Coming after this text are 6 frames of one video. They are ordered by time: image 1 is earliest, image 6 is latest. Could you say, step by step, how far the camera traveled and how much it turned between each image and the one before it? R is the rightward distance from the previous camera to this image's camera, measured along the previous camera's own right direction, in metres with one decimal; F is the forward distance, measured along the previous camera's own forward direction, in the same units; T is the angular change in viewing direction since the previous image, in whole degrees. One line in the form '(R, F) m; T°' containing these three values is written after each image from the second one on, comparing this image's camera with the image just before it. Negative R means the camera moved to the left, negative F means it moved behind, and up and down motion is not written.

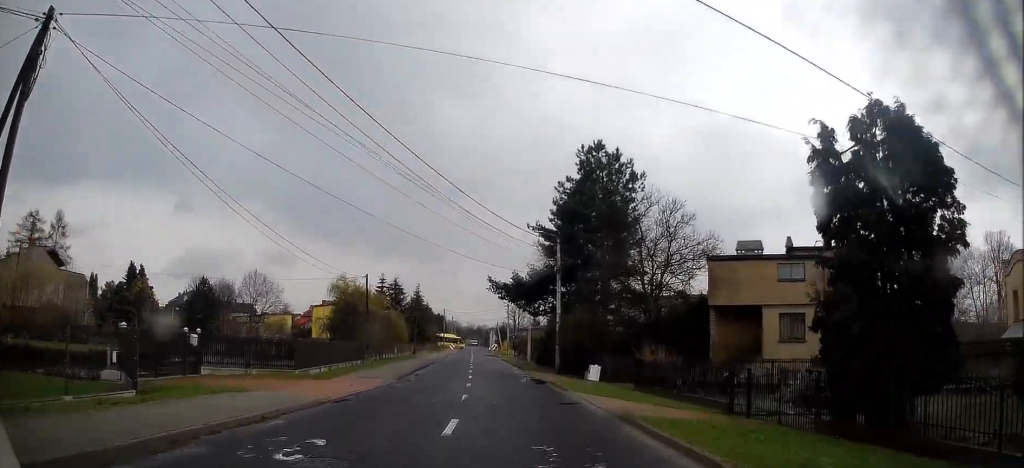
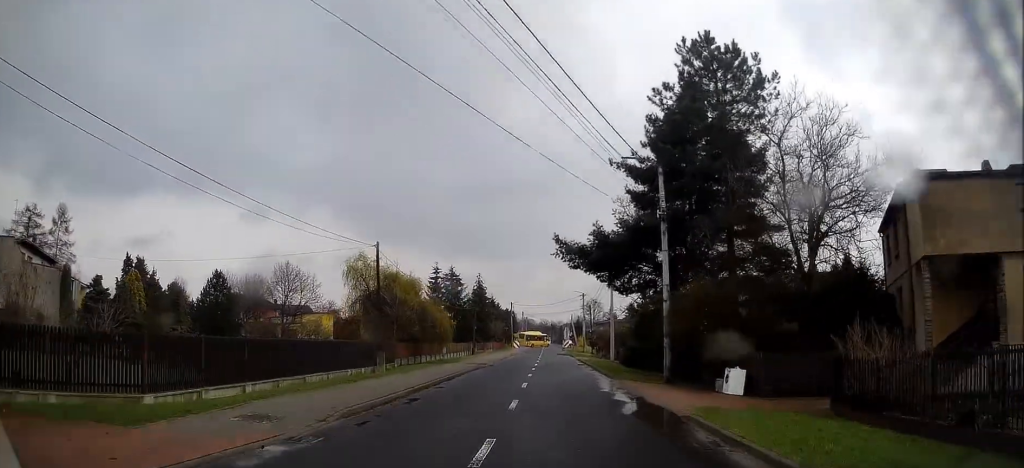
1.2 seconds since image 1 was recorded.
(-1.2, +14.3) m; -8°
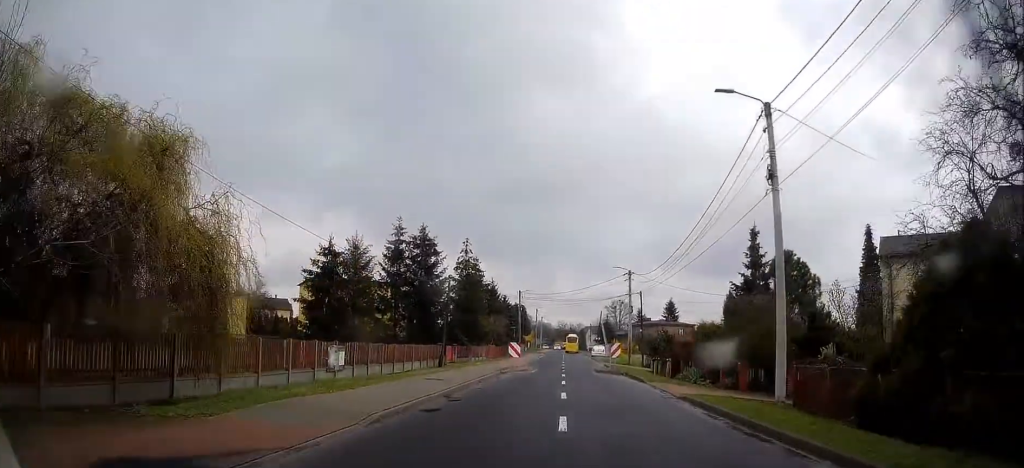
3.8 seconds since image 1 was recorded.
(-2.9, +32.9) m; -7°
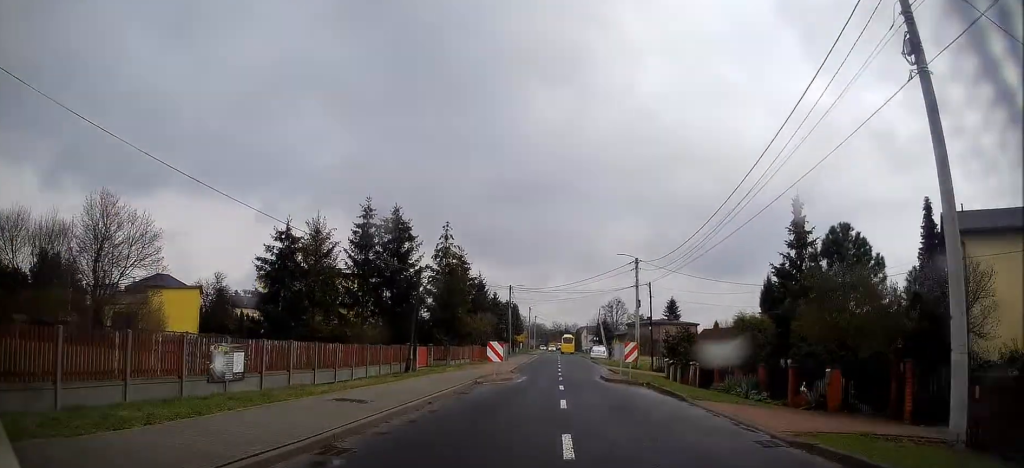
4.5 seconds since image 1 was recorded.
(0.0, +8.3) m; 0°
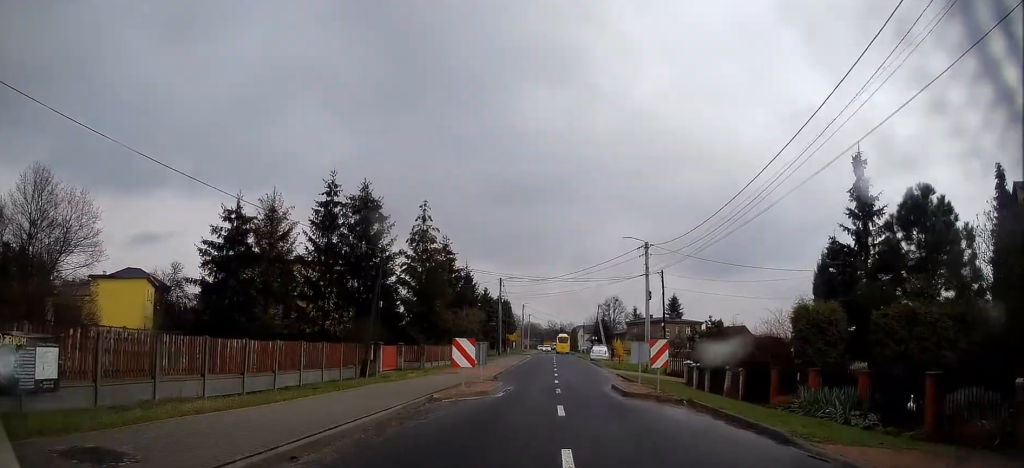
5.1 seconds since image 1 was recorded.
(0.0, +7.4) m; 0°
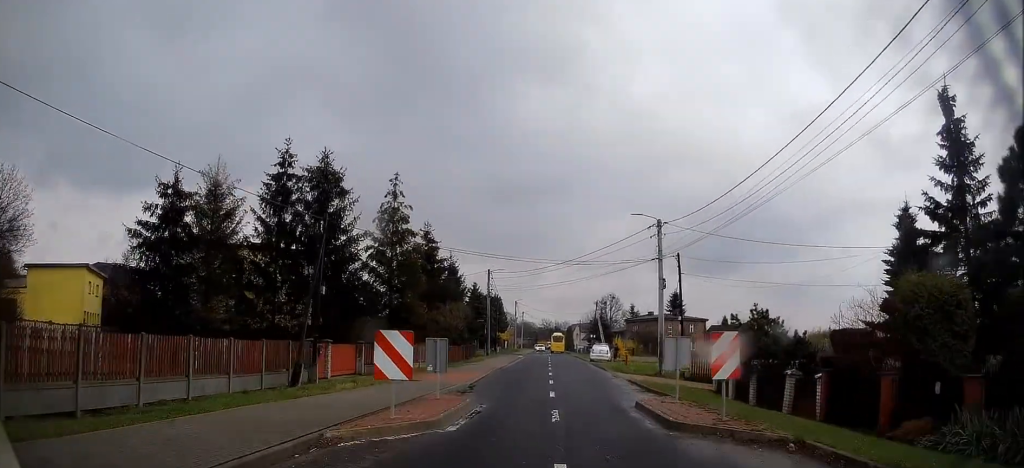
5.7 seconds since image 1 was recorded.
(0.0, +7.0) m; +1°
